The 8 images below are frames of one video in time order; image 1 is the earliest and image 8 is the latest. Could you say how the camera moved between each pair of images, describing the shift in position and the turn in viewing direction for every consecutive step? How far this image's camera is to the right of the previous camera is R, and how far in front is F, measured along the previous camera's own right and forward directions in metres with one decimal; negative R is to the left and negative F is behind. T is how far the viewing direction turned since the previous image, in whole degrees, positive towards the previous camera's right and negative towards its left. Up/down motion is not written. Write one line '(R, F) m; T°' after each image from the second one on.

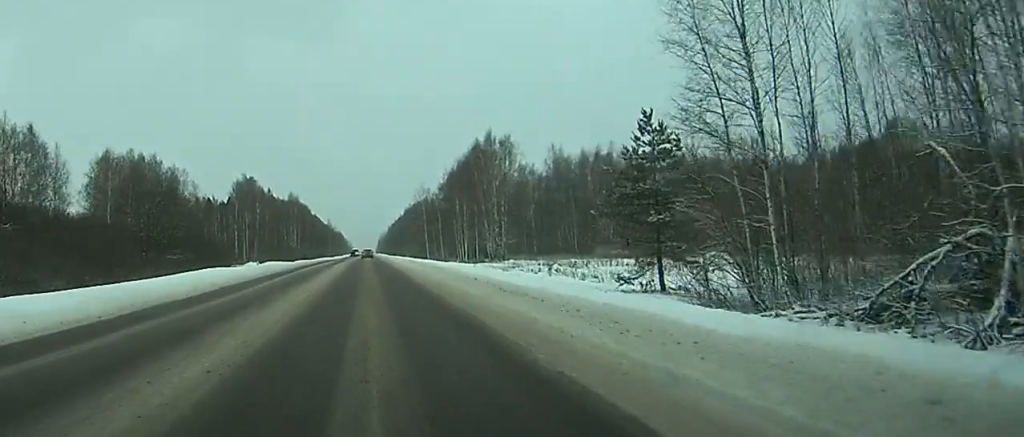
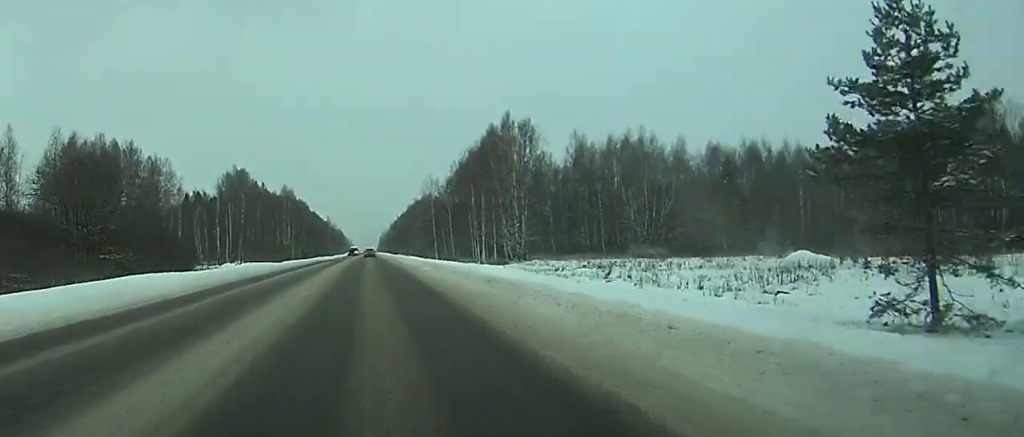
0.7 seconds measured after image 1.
(0.0, +21.0) m; 0°
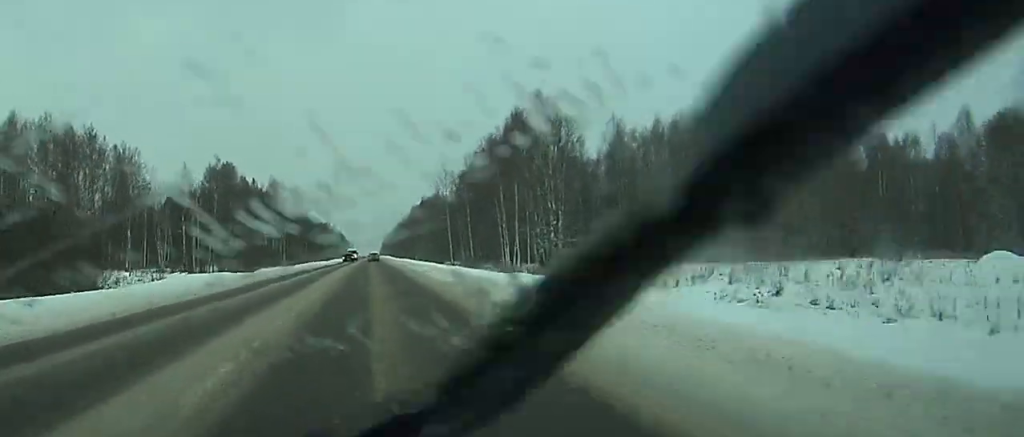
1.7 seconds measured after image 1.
(0.0, +27.9) m; 0°
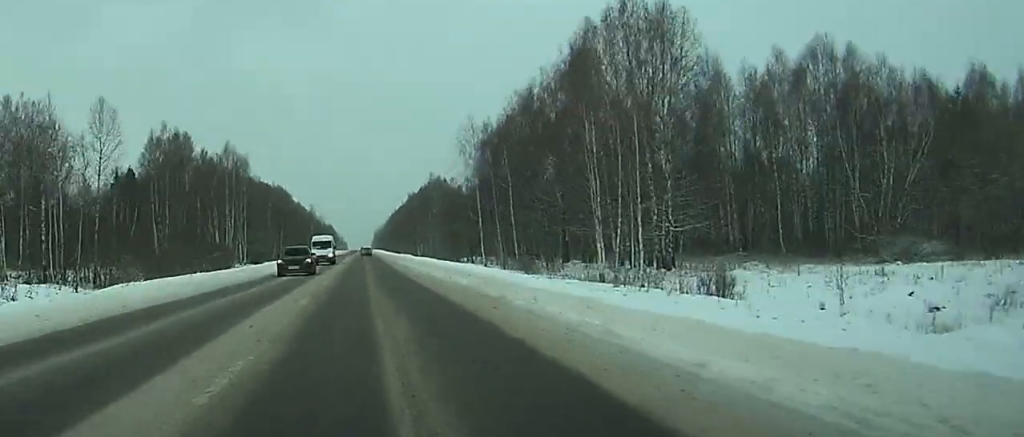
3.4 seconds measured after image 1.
(0.0, +48.3) m; 0°
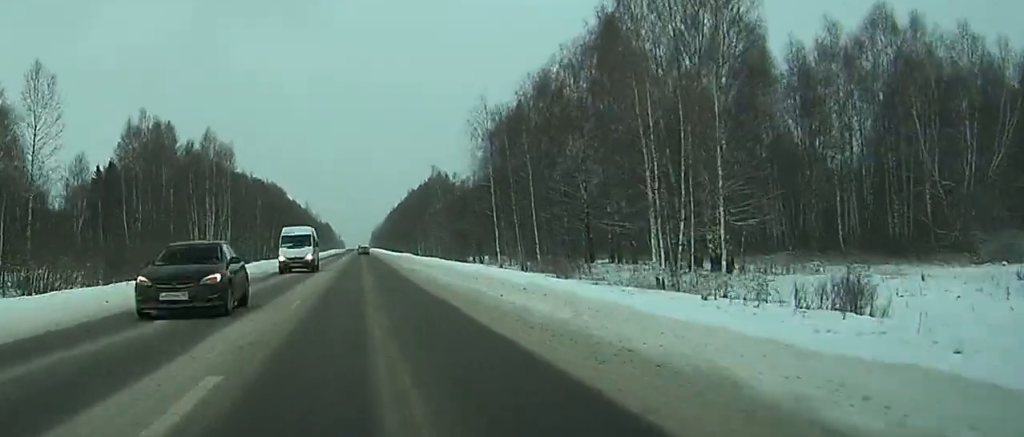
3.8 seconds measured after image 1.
(0.0, +13.6) m; 0°
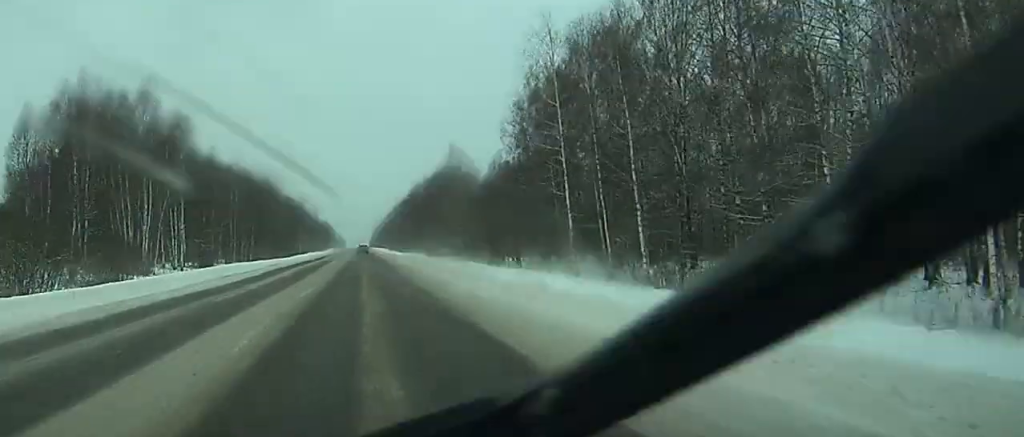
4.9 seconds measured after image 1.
(+0.2, +32.0) m; 0°
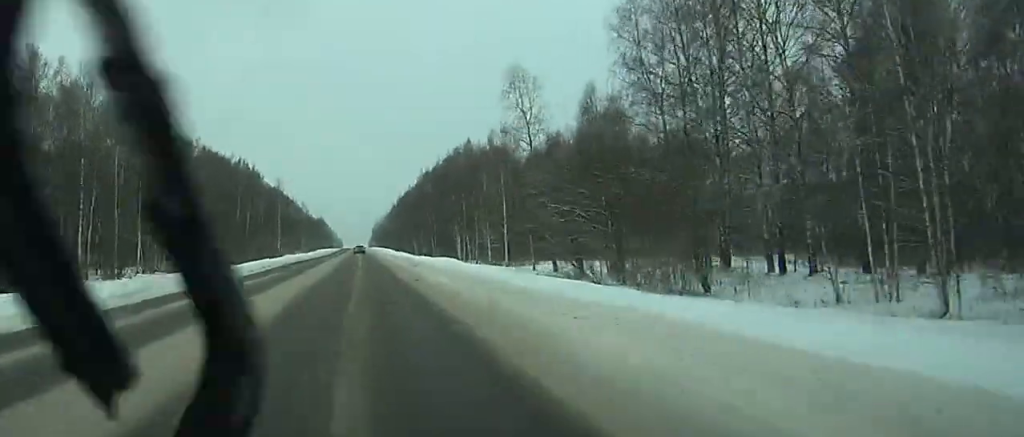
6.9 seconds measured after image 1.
(-1.0, +56.9) m; -3°
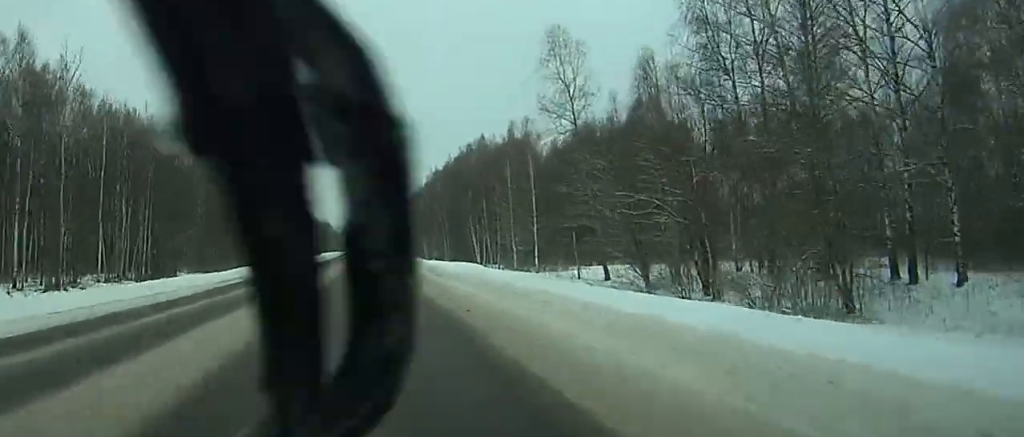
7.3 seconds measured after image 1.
(-0.1, +13.8) m; 0°
